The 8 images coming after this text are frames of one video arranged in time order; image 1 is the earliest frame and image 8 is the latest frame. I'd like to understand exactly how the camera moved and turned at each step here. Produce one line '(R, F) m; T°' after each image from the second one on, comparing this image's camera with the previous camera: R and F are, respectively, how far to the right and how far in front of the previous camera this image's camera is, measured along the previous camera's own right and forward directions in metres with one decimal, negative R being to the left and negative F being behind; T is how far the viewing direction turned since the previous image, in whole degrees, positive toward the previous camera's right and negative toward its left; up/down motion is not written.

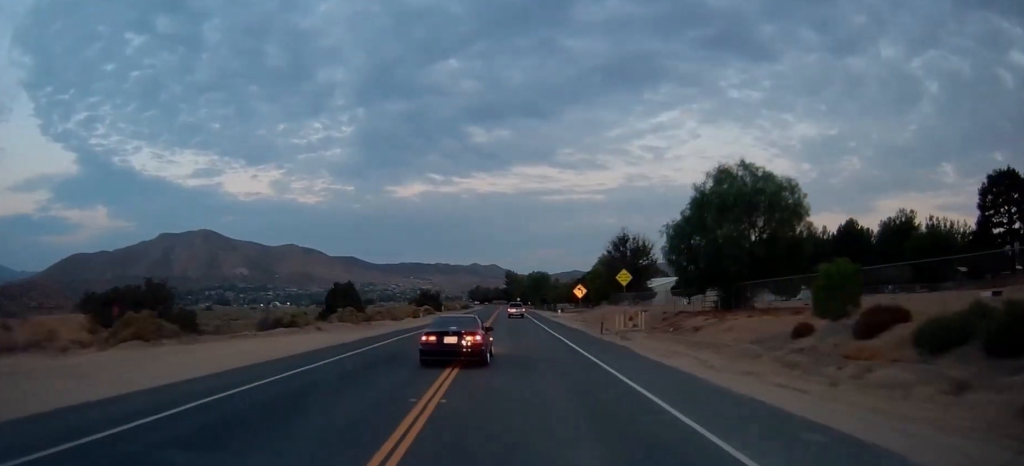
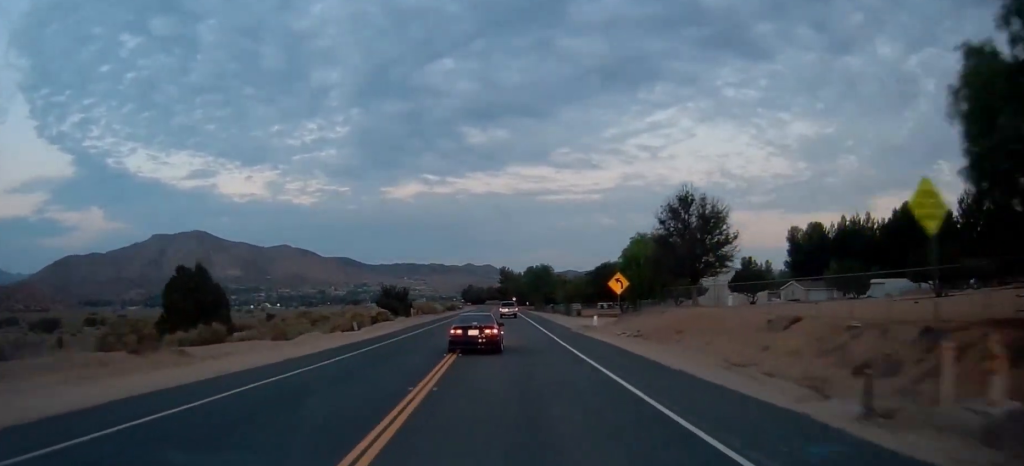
(0.0, +28.1) m; 0°
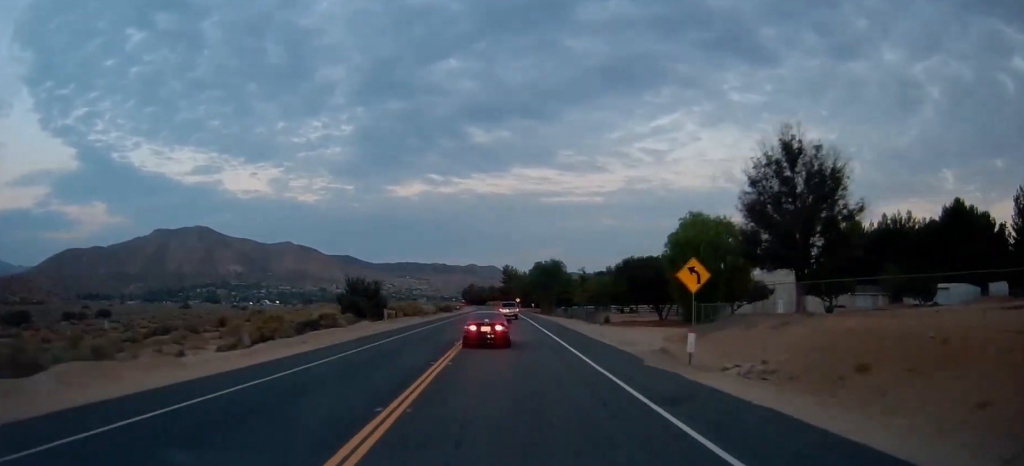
(-0.1, +17.9) m; 0°
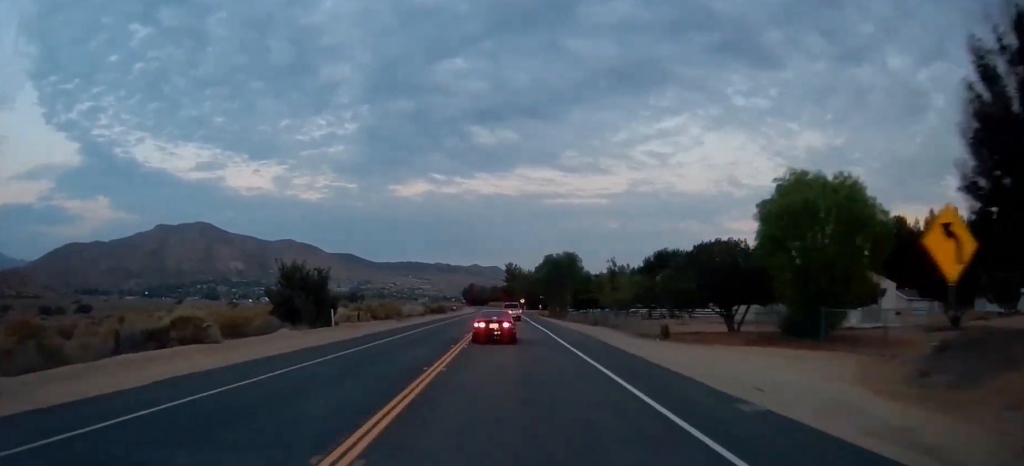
(0.0, +18.0) m; 0°
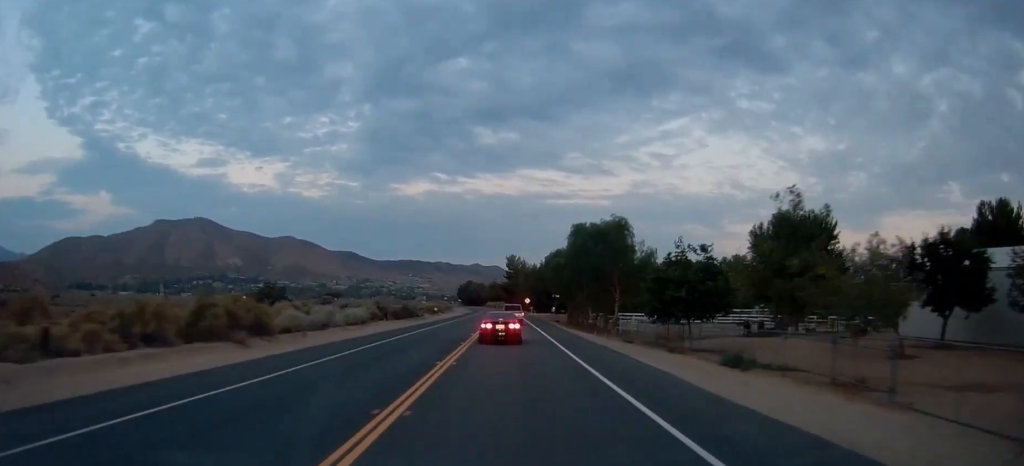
(+0.1, +34.2) m; 0°
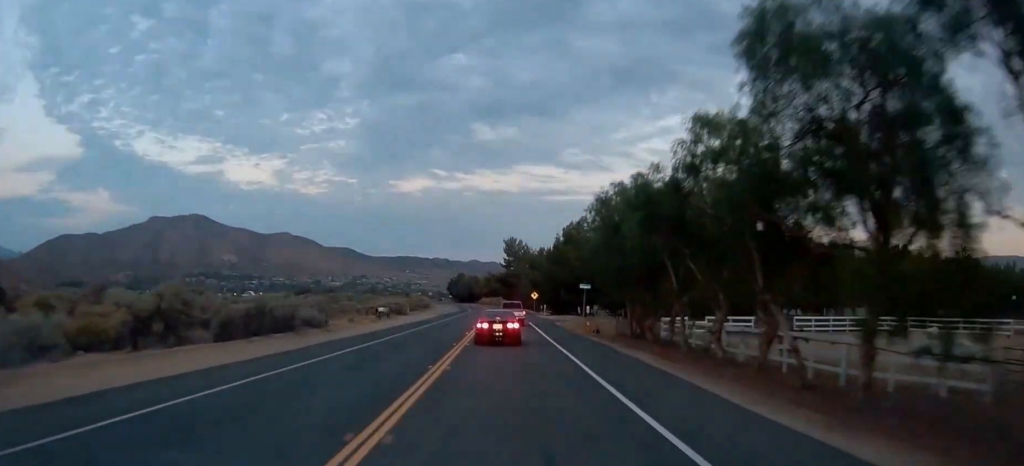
(+0.1, +39.7) m; 0°
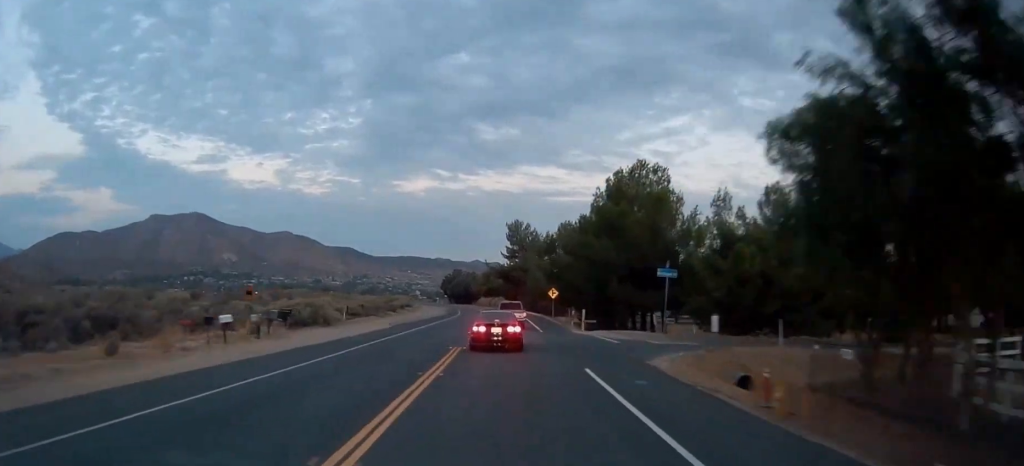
(0.0, +31.7) m; 0°
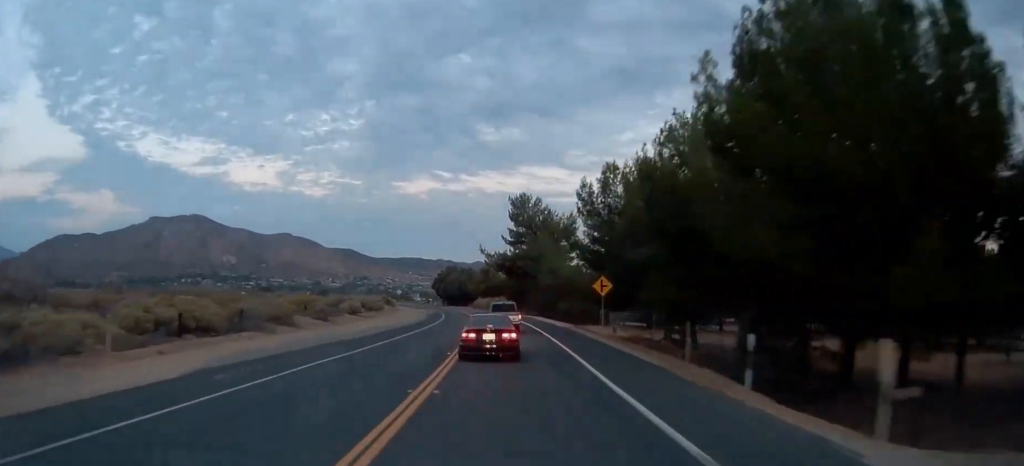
(0.0, +29.1) m; 0°
